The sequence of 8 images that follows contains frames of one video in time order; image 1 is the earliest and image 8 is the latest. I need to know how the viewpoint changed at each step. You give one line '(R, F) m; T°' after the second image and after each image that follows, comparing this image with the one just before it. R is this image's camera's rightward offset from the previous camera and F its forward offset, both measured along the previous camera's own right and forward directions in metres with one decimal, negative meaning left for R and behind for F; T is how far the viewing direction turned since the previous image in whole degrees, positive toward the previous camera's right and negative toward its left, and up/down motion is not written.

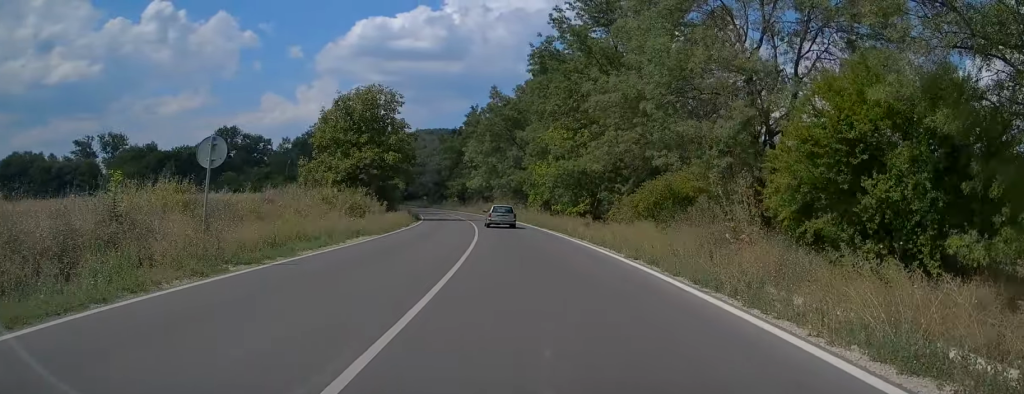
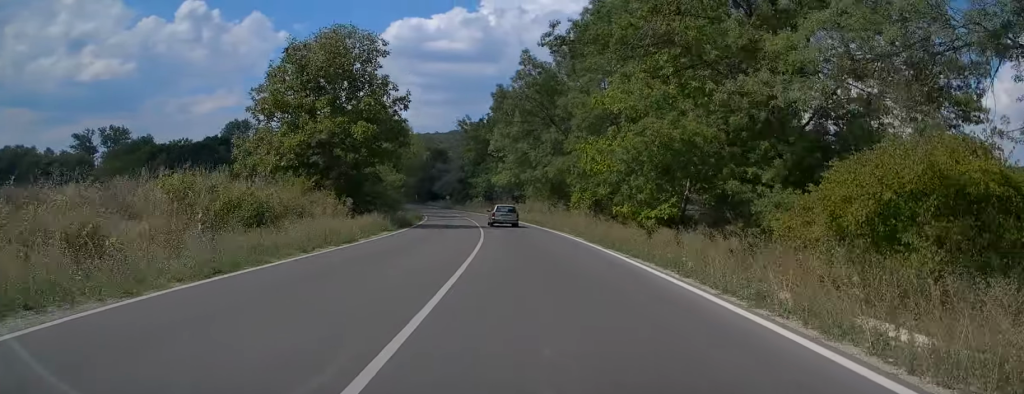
(-0.5, +19.3) m; -3°
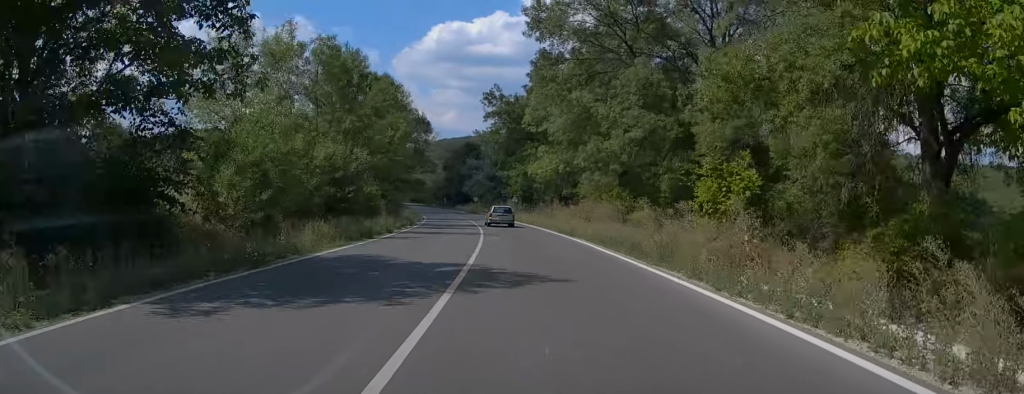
(-0.9, +27.0) m; -3°
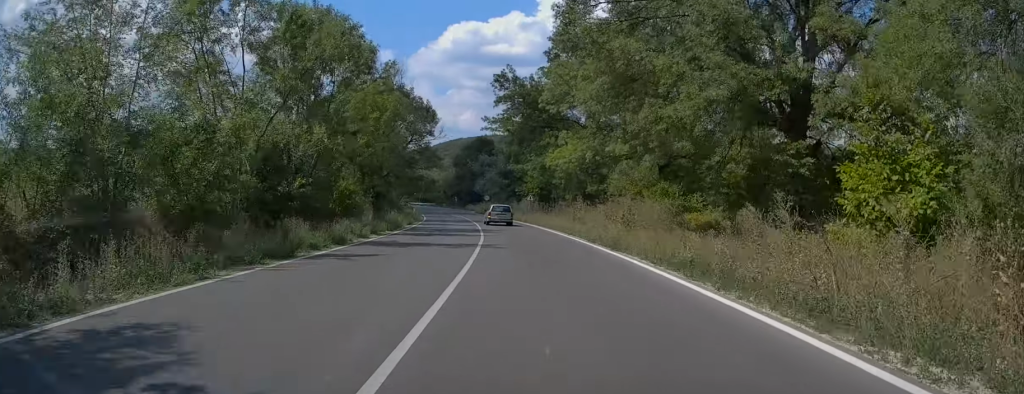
(-0.1, +10.1) m; -1°
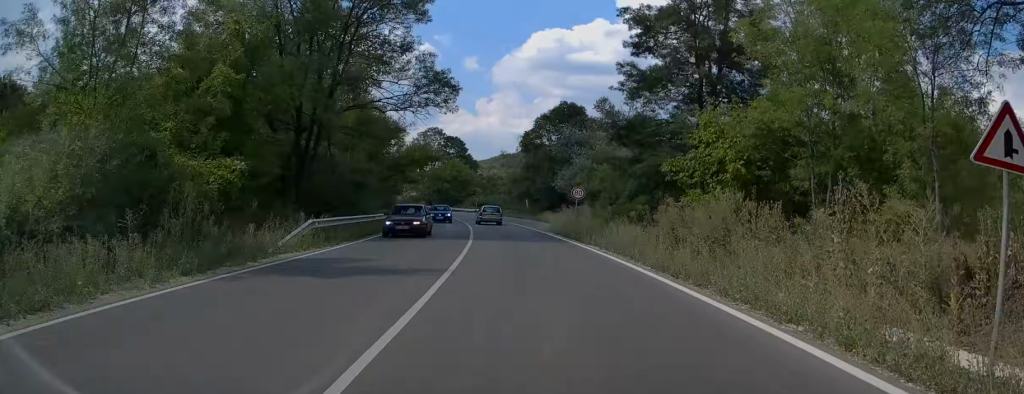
(-4.0, +54.2) m; -8°
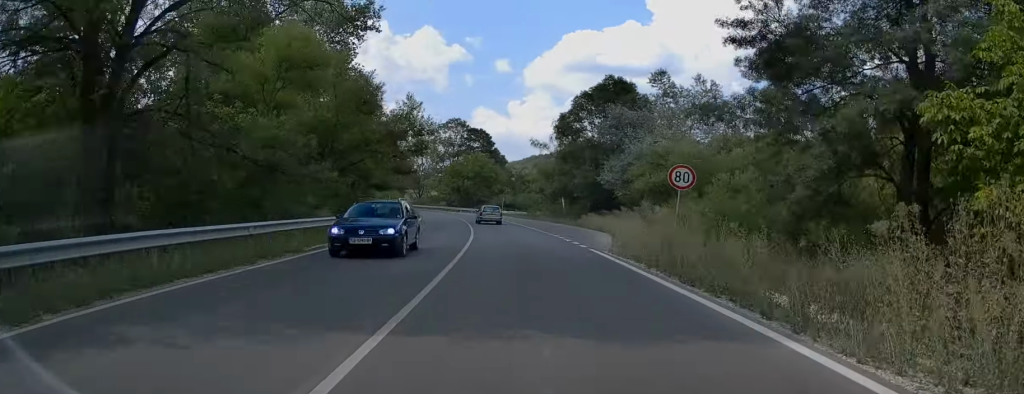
(-0.4, +18.0) m; -3°
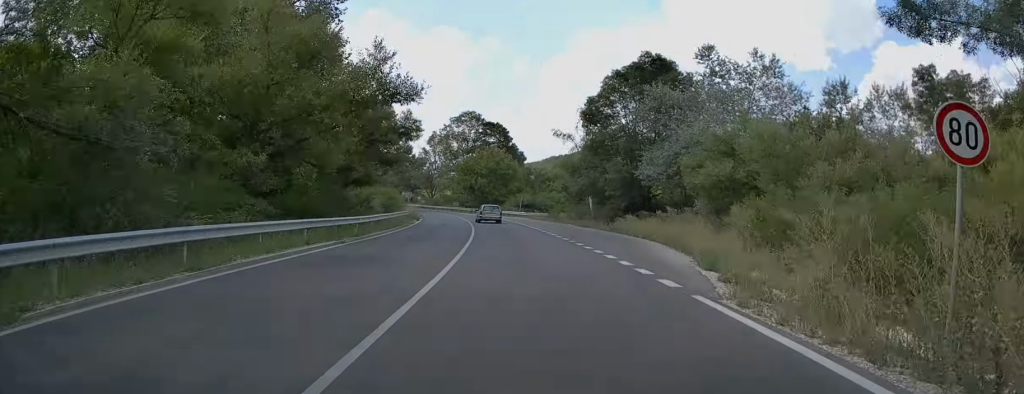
(+0.1, +11.0) m; -2°
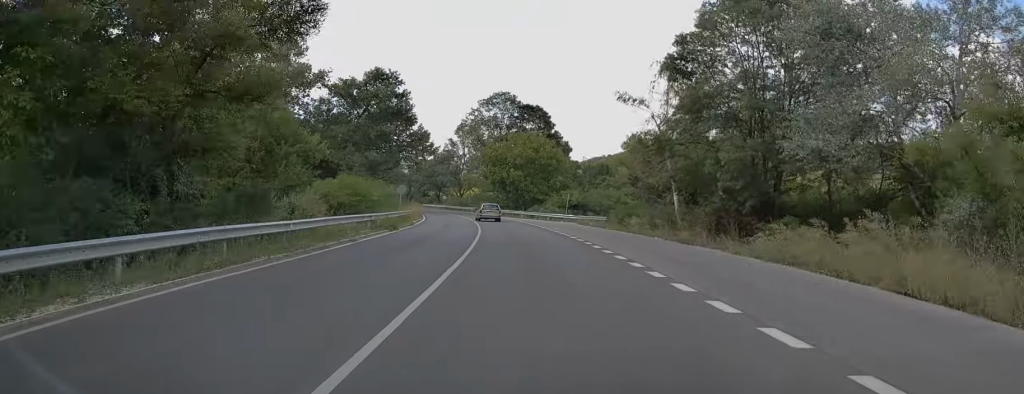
(-0.9, +22.8) m; -4°
